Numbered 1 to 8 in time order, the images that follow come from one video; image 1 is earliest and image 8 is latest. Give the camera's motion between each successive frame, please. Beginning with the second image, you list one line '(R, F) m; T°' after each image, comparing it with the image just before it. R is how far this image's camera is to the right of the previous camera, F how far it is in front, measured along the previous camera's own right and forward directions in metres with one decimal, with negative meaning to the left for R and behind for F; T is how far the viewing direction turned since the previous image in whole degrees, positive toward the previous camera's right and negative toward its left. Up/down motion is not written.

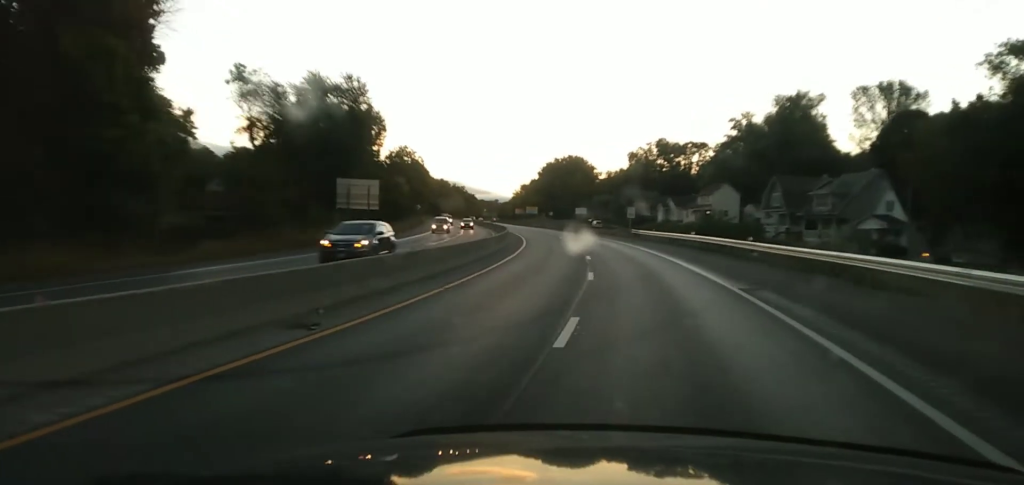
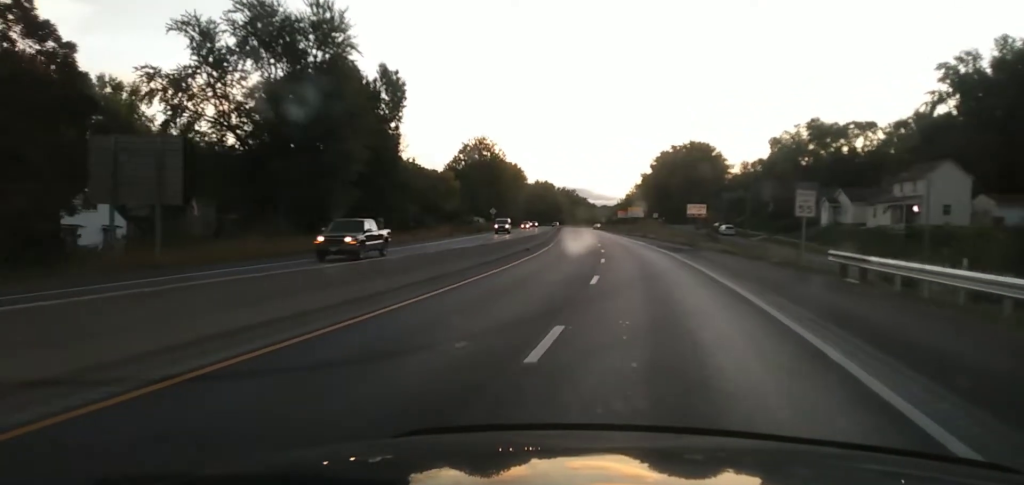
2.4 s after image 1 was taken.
(-3.8, +50.3) m; -10°
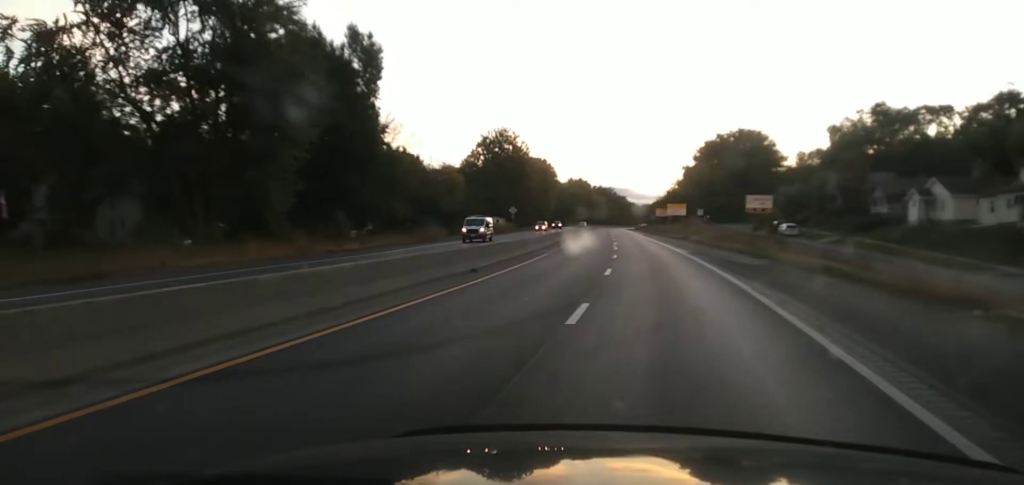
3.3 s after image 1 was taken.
(-1.0, +19.4) m; -3°
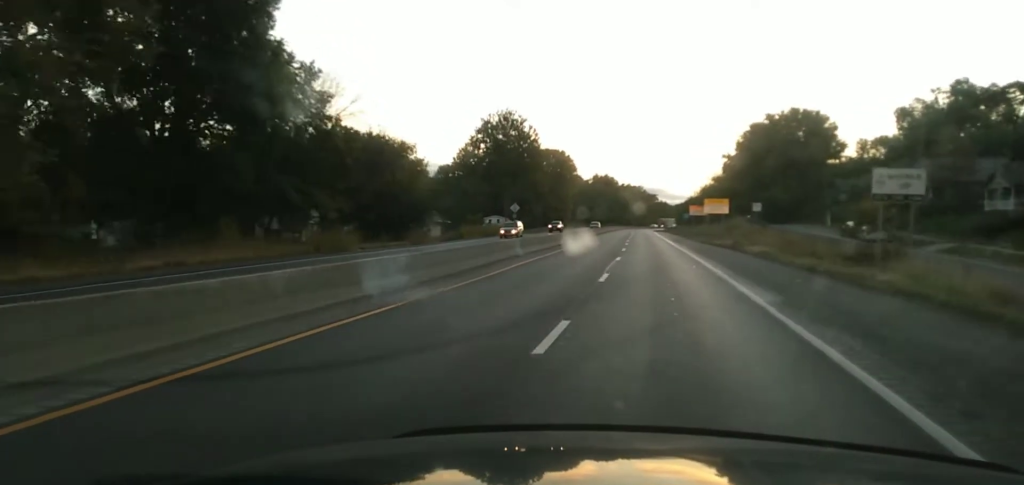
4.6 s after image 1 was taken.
(-0.4, +27.5) m; -1°
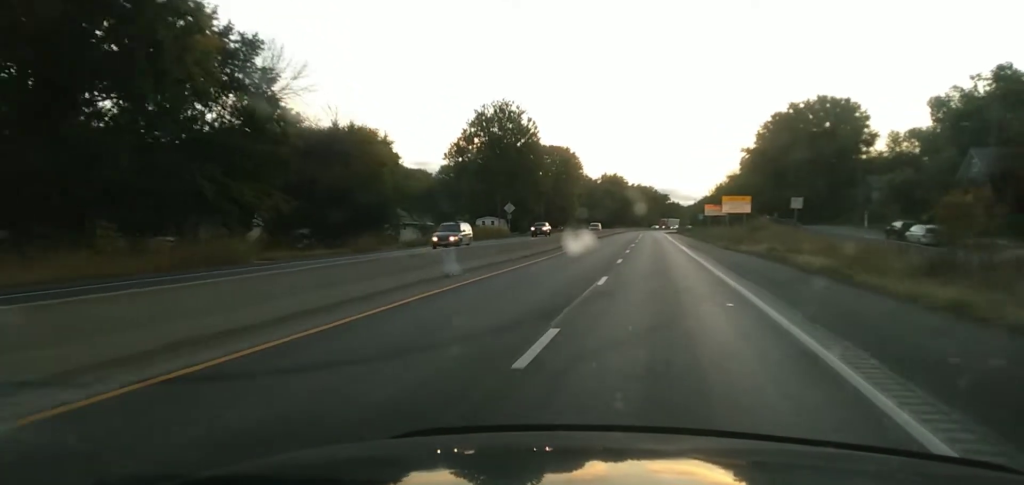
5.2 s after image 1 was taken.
(0.0, +12.9) m; -1°
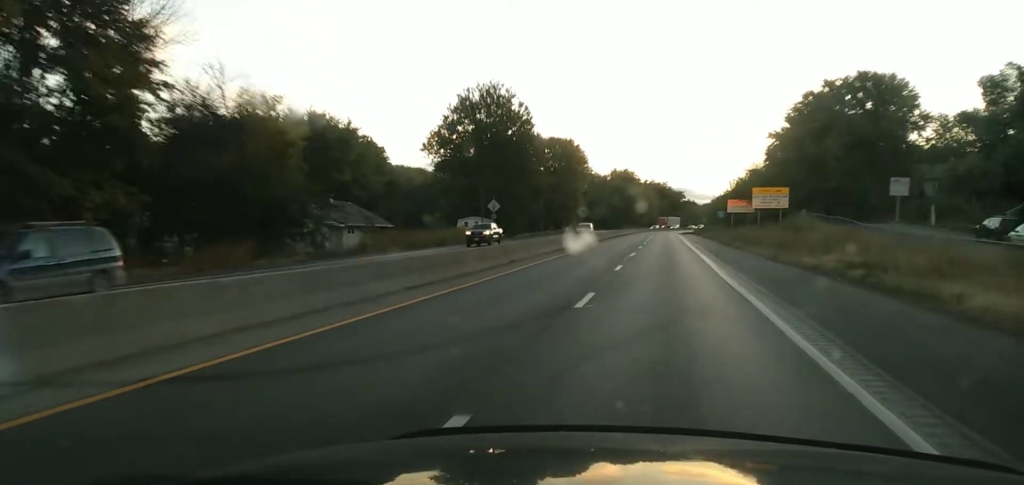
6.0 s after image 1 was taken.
(-0.2, +18.4) m; -1°
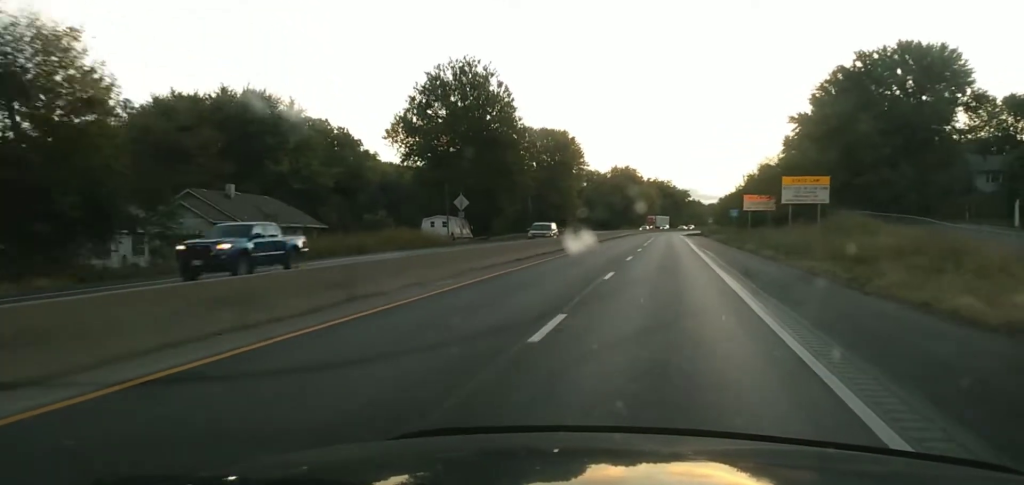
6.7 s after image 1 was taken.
(-0.2, +16.3) m; 0°
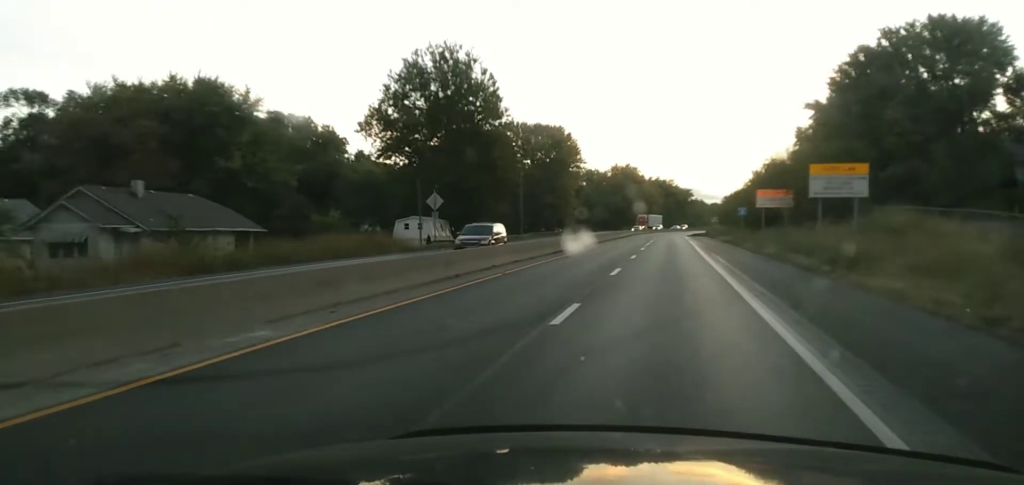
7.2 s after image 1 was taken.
(+0.1, +10.5) m; 0°
